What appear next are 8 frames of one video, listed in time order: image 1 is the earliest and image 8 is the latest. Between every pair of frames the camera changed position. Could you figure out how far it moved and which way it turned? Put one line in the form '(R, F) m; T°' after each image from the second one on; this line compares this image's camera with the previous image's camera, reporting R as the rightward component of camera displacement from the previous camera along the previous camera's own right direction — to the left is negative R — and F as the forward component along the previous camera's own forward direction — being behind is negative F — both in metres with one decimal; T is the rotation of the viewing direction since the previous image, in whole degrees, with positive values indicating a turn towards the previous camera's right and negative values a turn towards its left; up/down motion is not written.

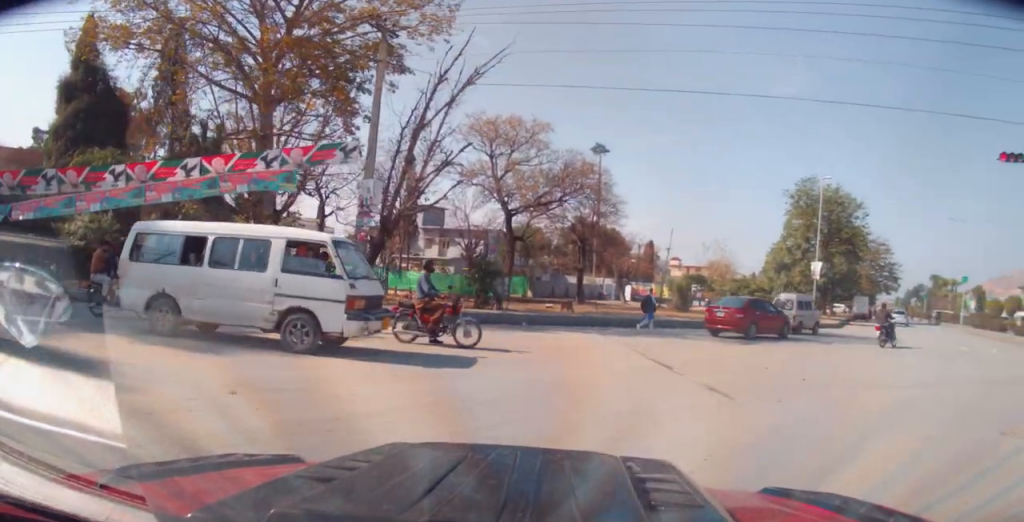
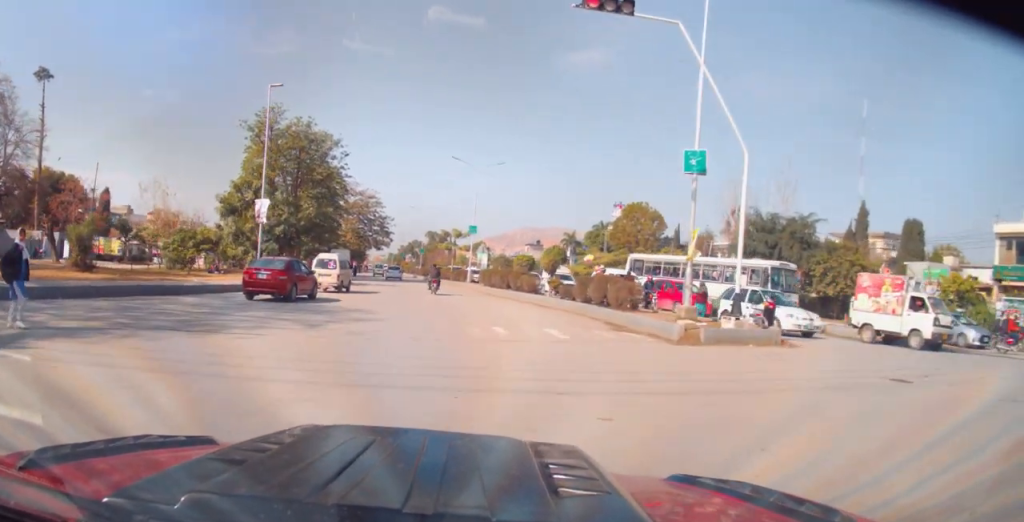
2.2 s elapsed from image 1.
(+3.3, +10.2) m; +32°
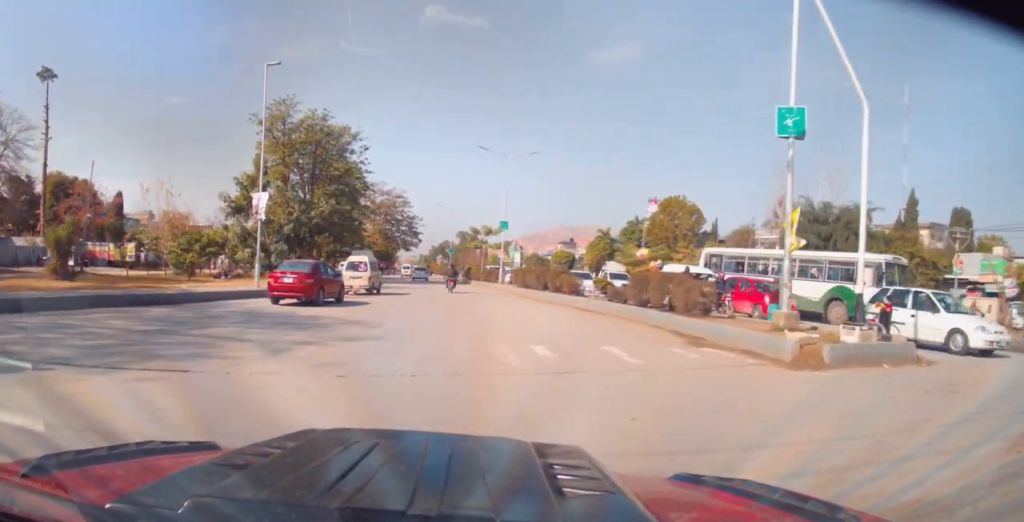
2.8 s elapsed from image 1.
(+0.1, +3.5) m; +2°
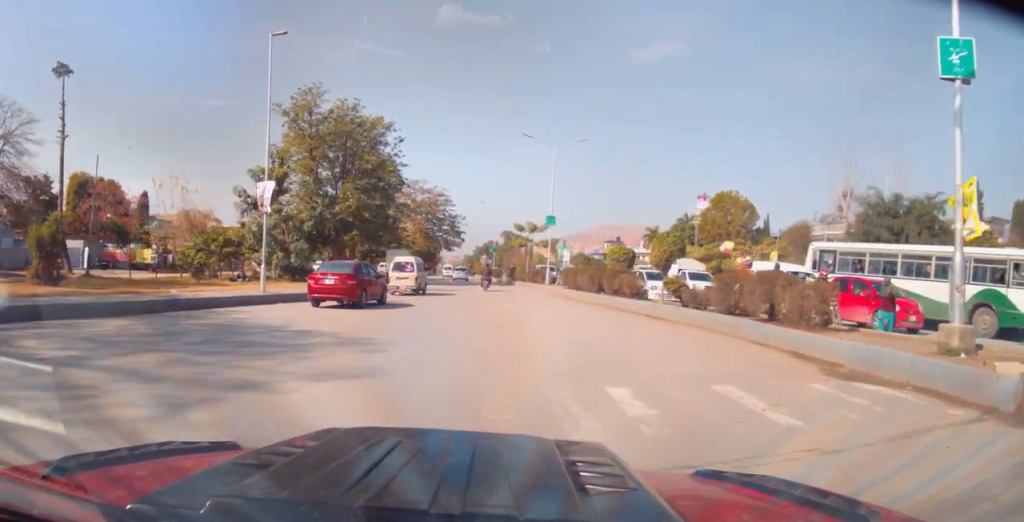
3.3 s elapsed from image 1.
(0.0, +3.6) m; 0°
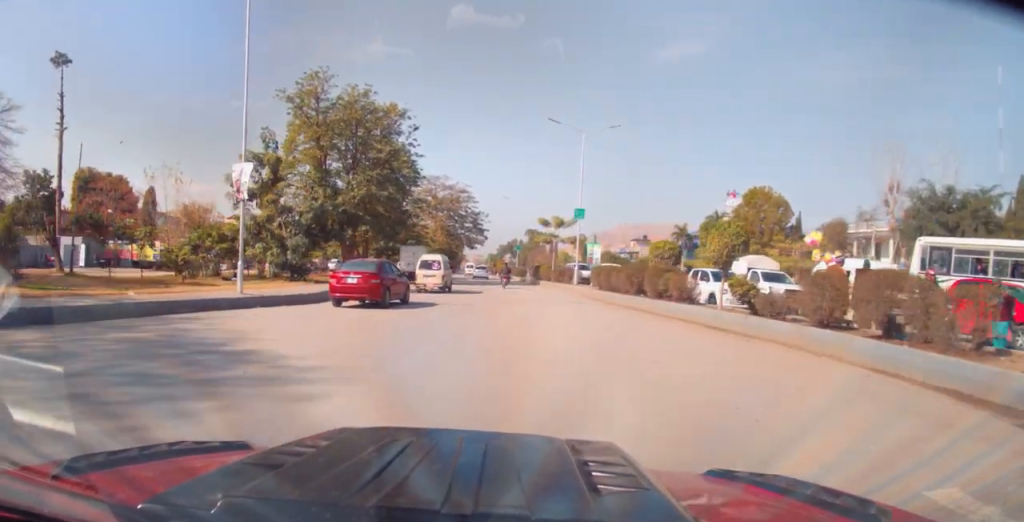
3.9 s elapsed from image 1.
(0.0, +3.8) m; -3°
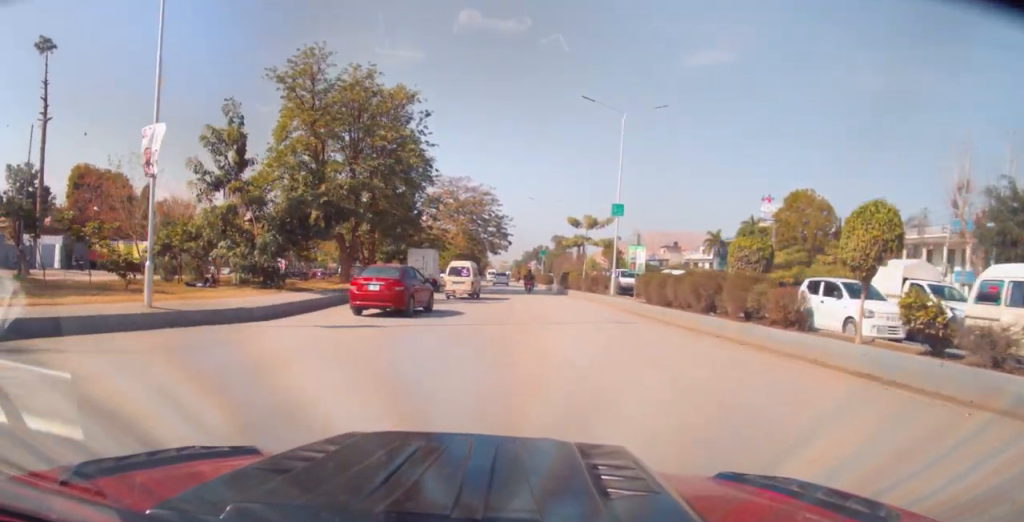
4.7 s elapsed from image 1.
(-0.1, +5.7) m; -3°
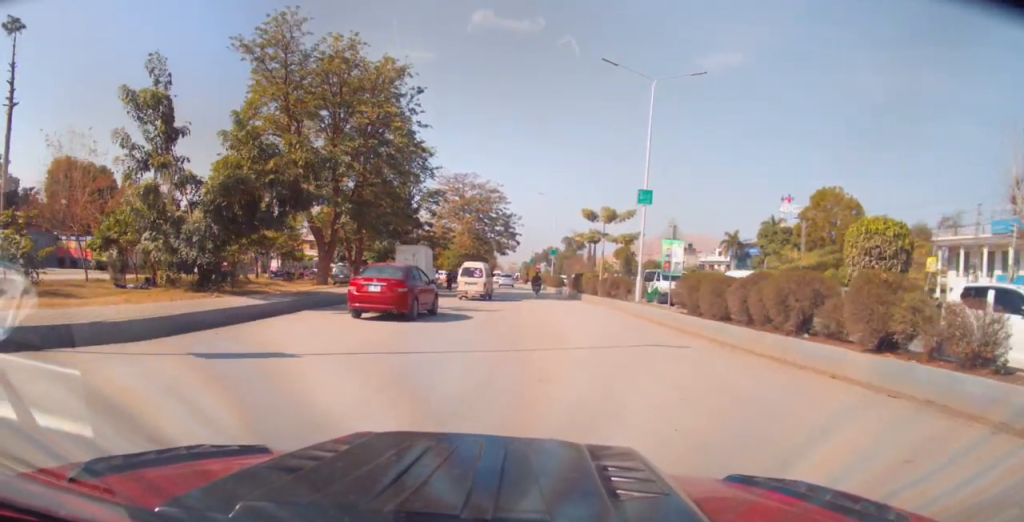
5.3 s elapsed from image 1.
(-0.3, +5.1) m; -2°
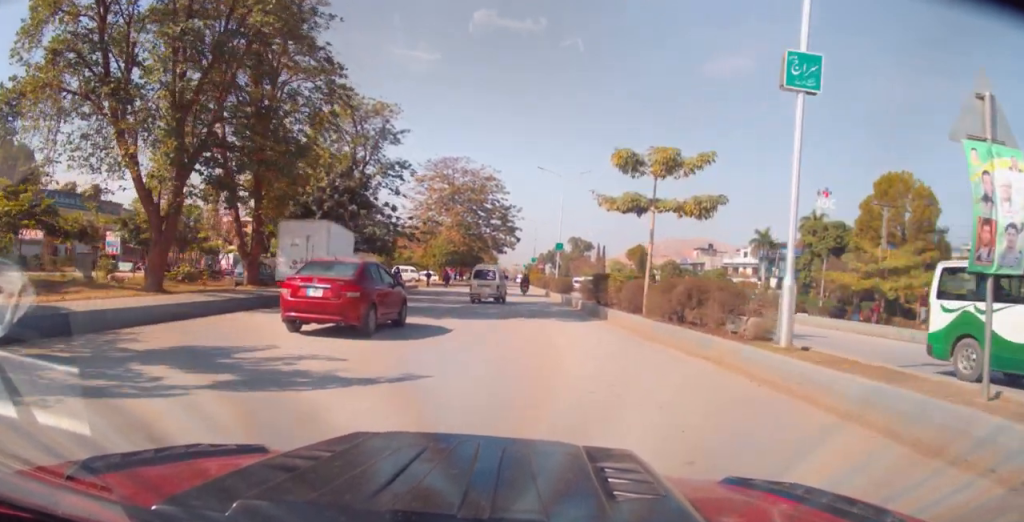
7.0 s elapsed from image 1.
(+0.6, +14.6) m; +3°
